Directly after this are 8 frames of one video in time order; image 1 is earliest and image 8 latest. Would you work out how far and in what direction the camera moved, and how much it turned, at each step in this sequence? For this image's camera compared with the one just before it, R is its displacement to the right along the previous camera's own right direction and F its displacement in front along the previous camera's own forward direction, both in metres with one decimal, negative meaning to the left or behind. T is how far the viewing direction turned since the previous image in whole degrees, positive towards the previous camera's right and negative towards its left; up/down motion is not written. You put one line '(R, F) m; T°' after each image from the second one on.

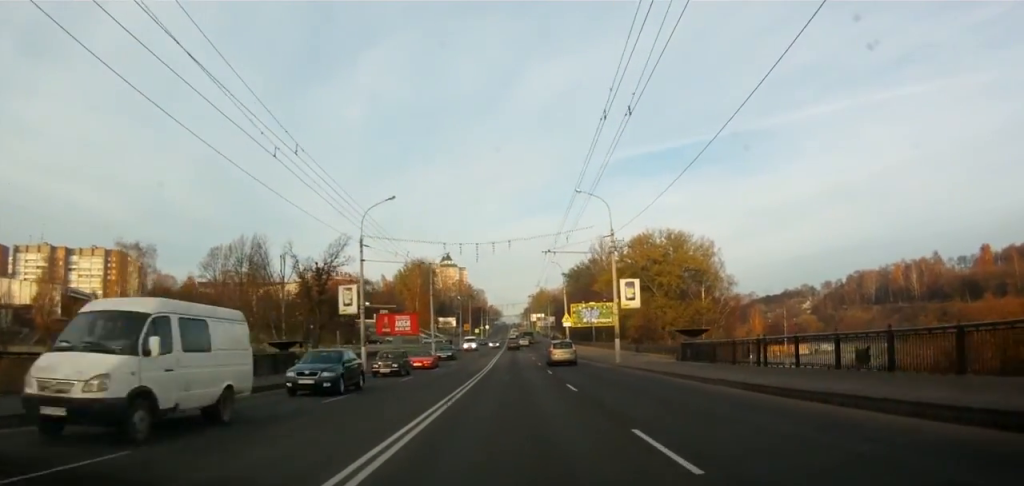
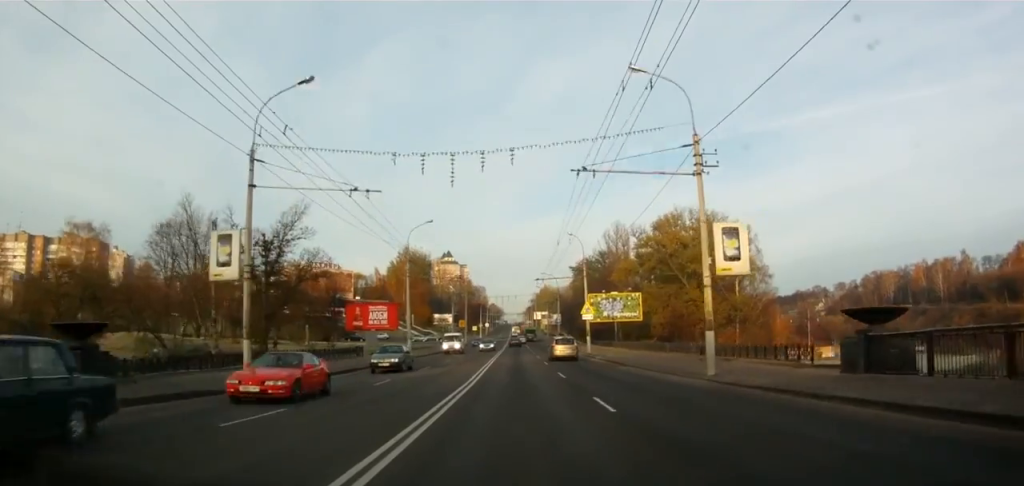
(0.0, +19.2) m; -1°
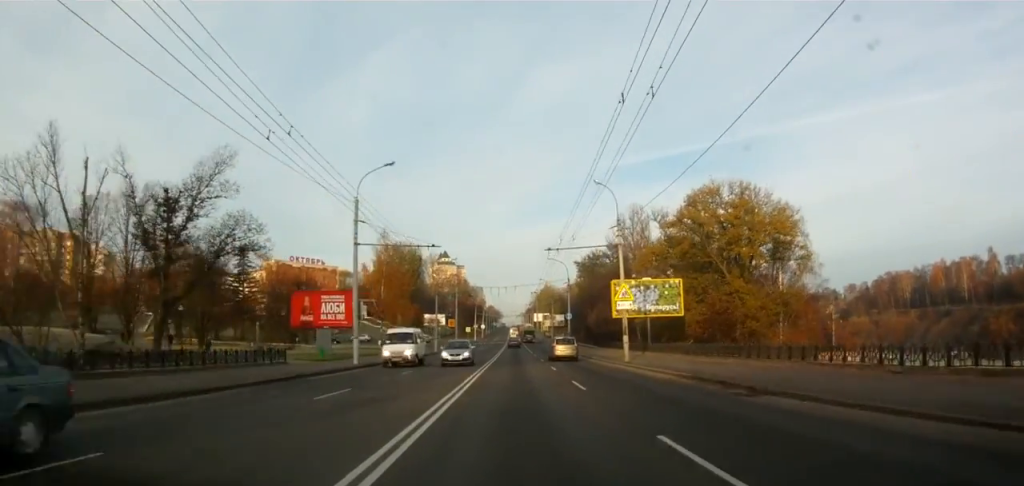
(0.0, +18.8) m; +1°
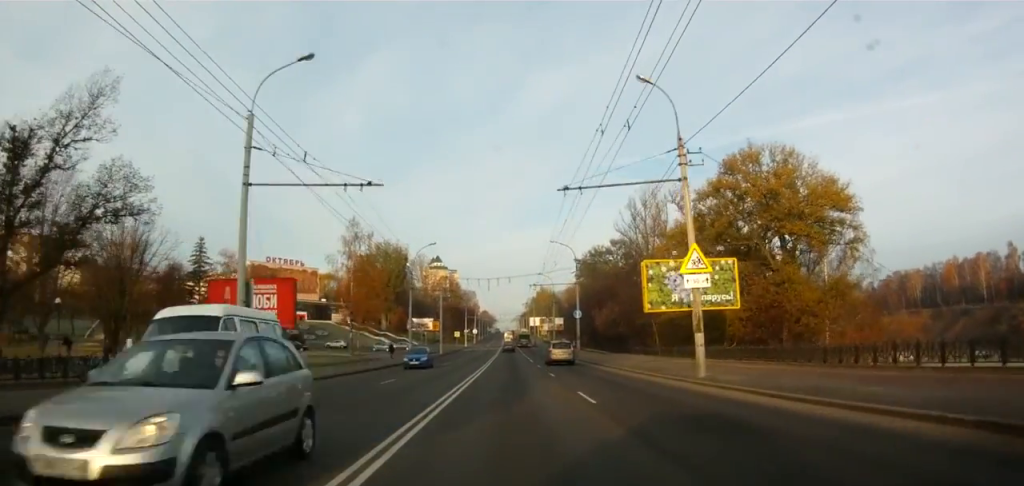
(+0.2, +15.5) m; +1°
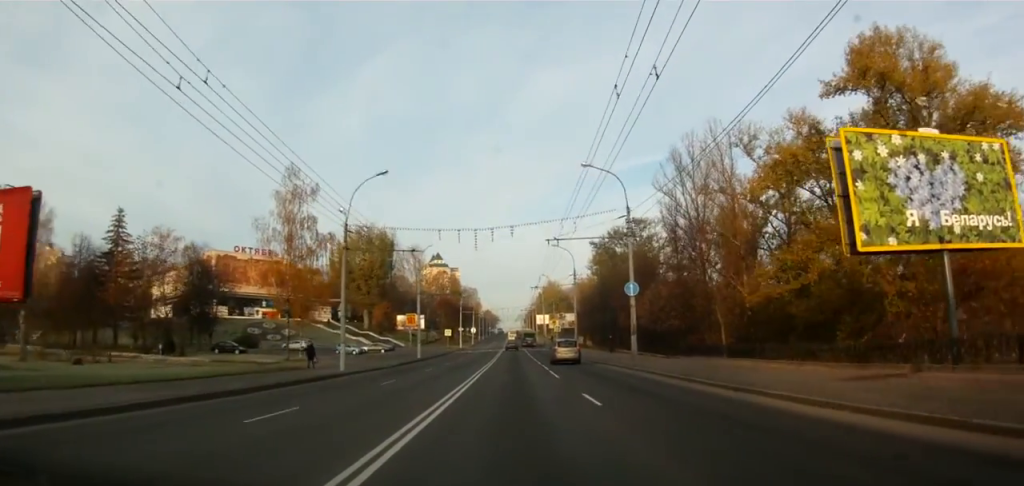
(-0.1, +25.7) m; -2°
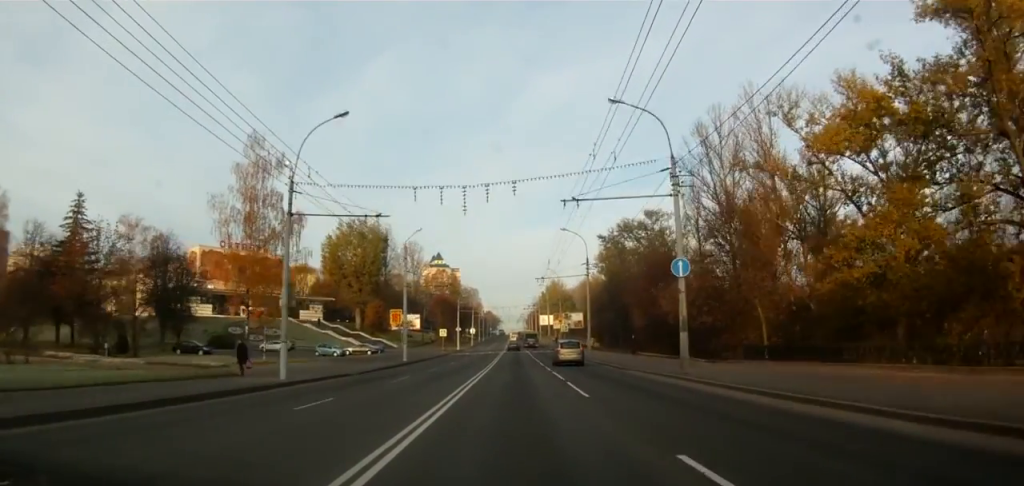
(-0.2, +9.4) m; 0°
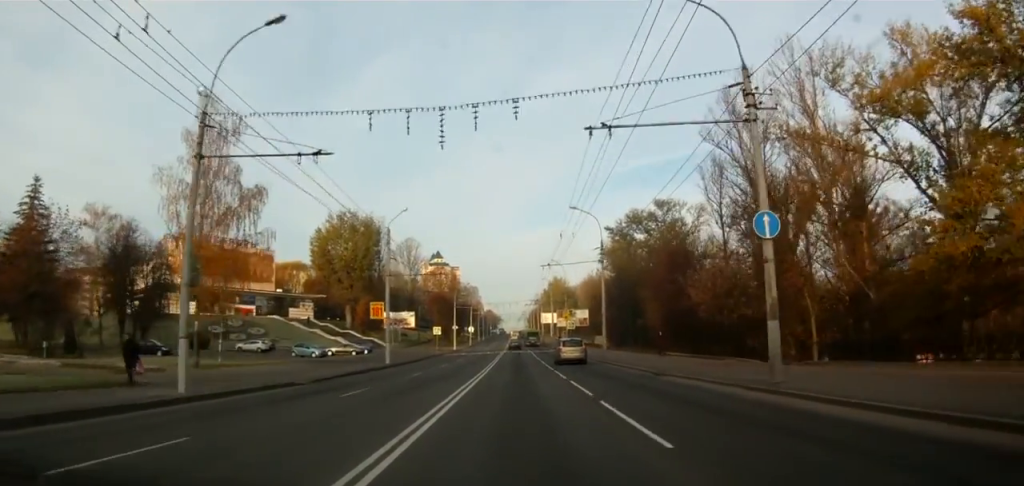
(-0.3, +8.7) m; 0°
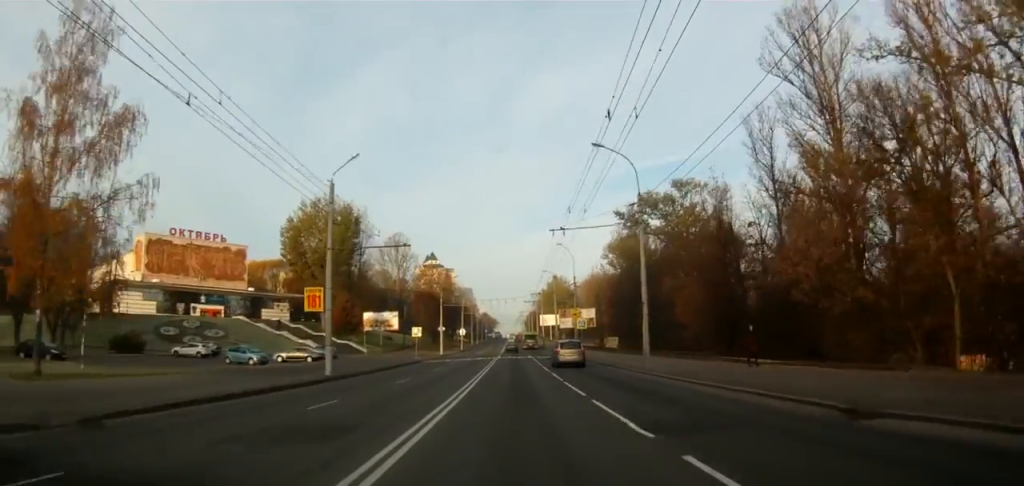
(+0.5, +14.7) m; 0°
